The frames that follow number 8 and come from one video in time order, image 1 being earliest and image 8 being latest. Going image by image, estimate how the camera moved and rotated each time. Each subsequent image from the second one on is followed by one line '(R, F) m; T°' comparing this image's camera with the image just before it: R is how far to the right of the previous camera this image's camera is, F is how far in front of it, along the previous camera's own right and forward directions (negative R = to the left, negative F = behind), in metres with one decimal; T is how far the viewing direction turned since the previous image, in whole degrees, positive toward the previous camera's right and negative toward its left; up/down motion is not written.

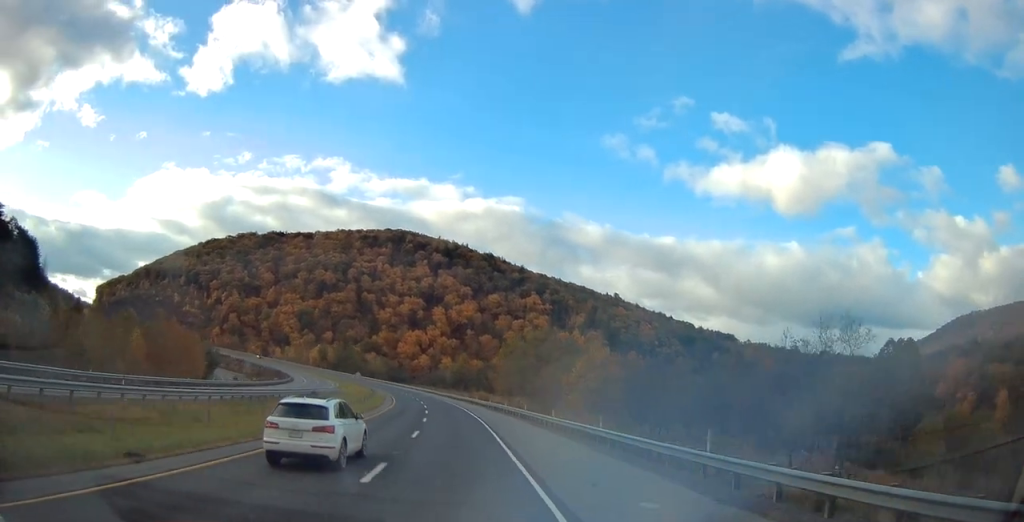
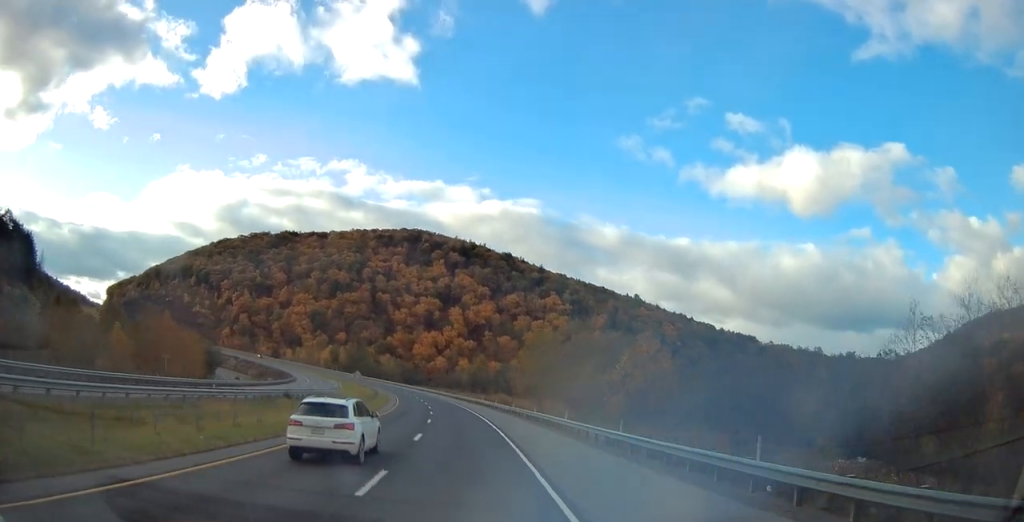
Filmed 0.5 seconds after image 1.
(-0.1, +13.8) m; -2°
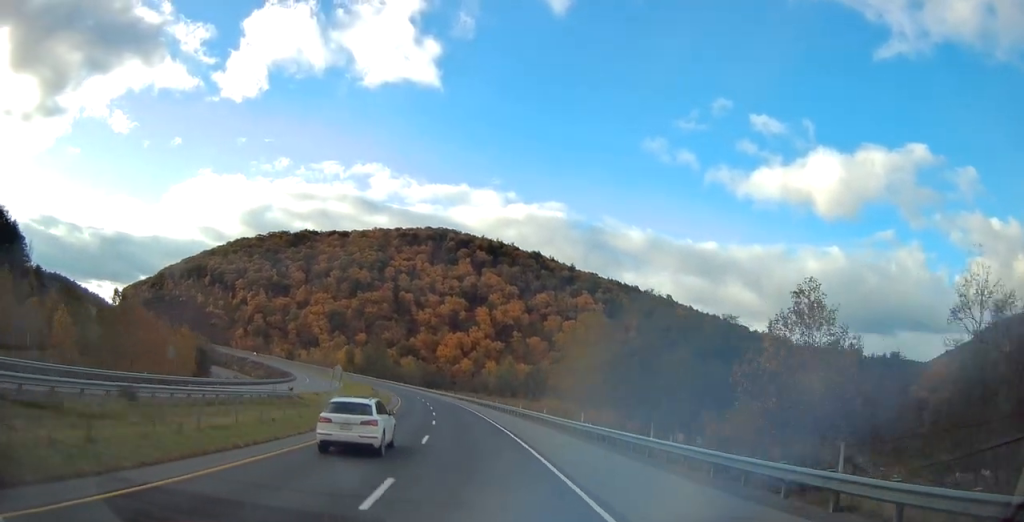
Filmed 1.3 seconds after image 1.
(-0.6, +25.5) m; -3°
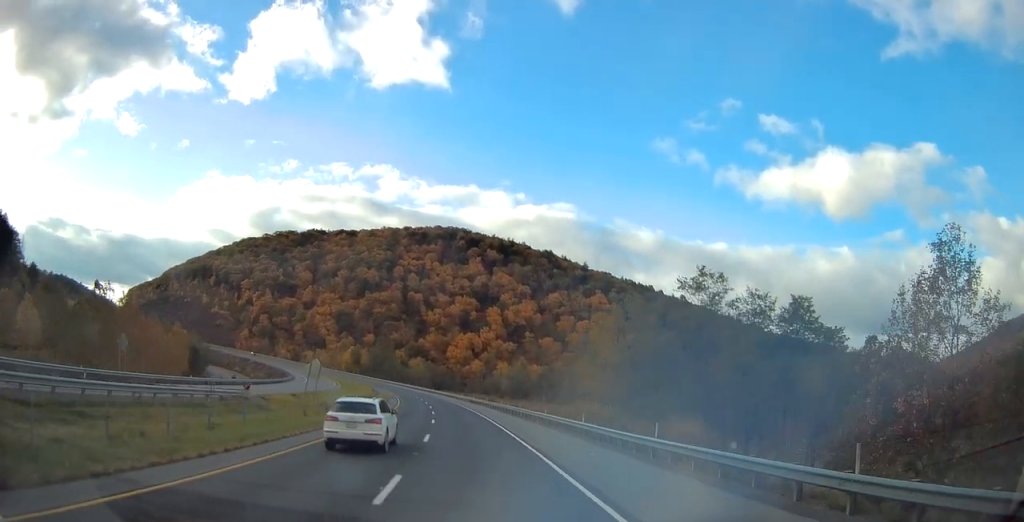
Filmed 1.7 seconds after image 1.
(-0.3, +11.7) m; -1°
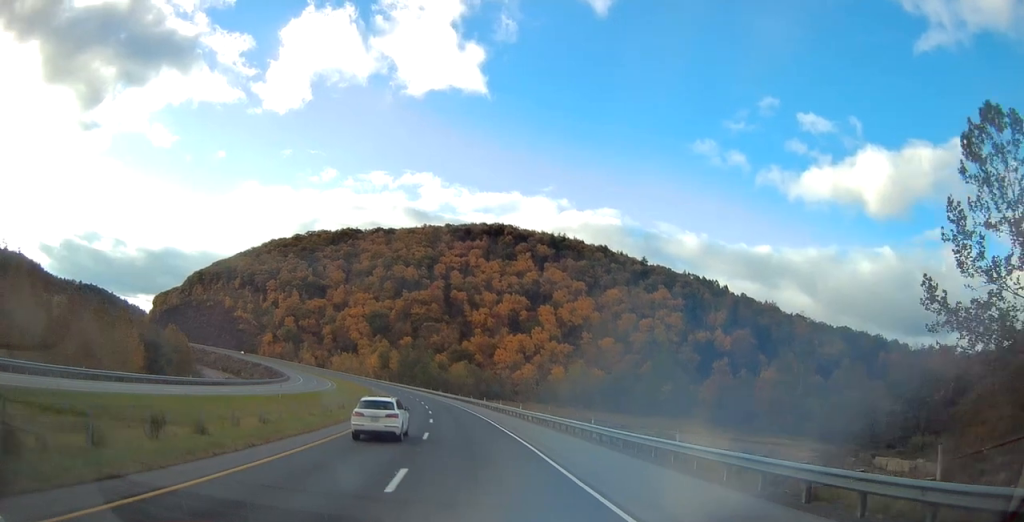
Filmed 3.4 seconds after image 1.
(-1.6, +47.9) m; -4°
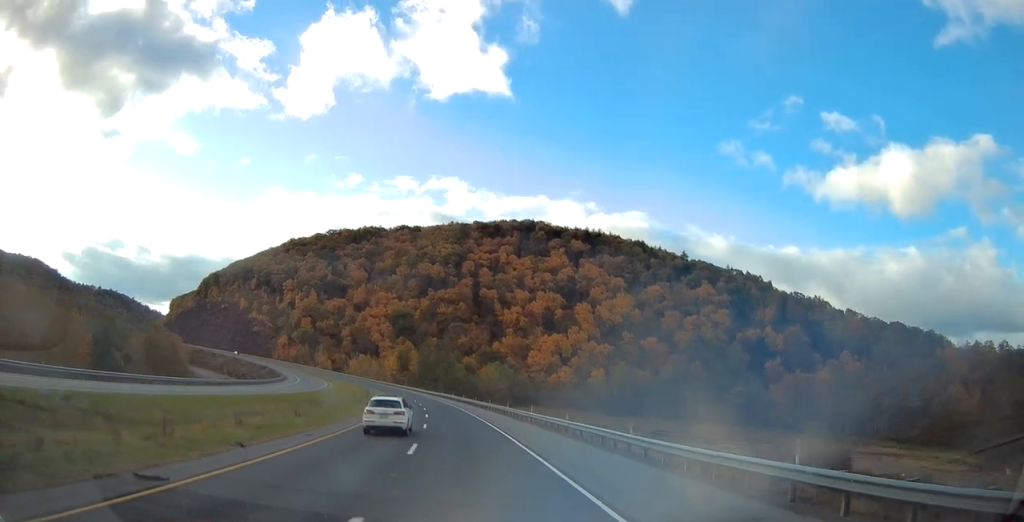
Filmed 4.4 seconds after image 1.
(-1.0, +30.2) m; -3°
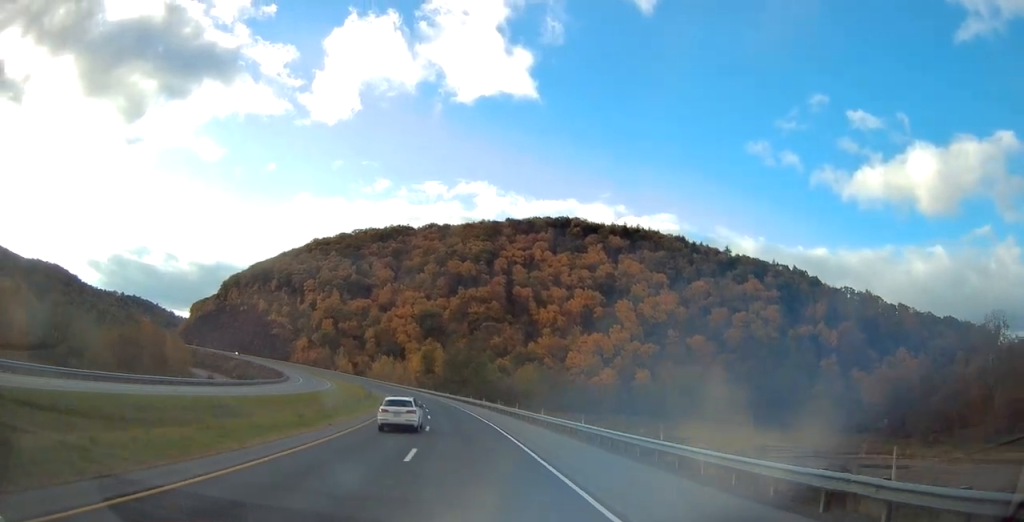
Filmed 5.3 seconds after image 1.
(-0.6, +26.1) m; -3°
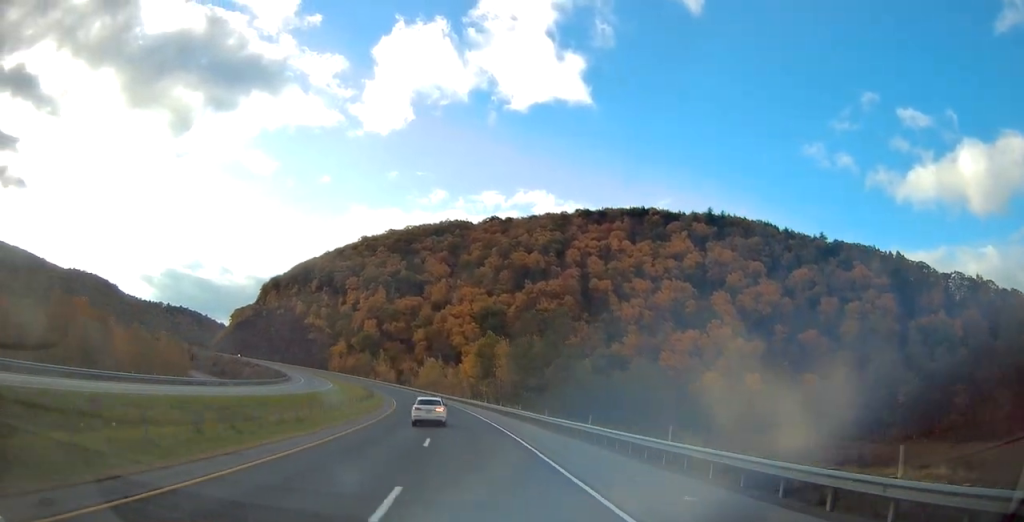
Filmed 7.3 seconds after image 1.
(-3.3, +56.4) m; -7°
